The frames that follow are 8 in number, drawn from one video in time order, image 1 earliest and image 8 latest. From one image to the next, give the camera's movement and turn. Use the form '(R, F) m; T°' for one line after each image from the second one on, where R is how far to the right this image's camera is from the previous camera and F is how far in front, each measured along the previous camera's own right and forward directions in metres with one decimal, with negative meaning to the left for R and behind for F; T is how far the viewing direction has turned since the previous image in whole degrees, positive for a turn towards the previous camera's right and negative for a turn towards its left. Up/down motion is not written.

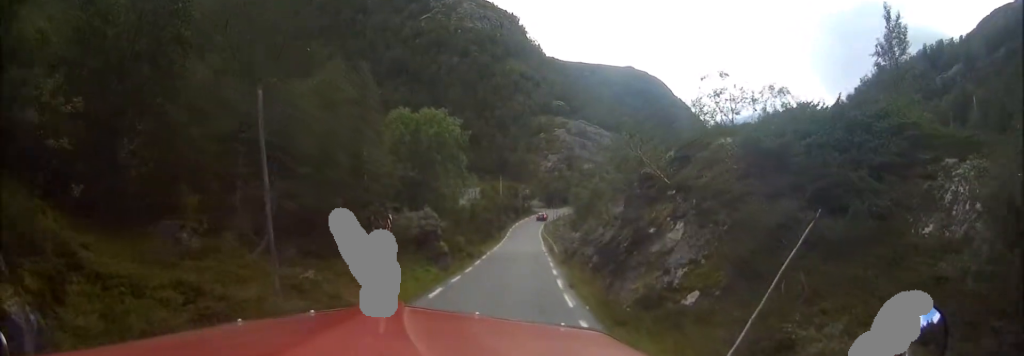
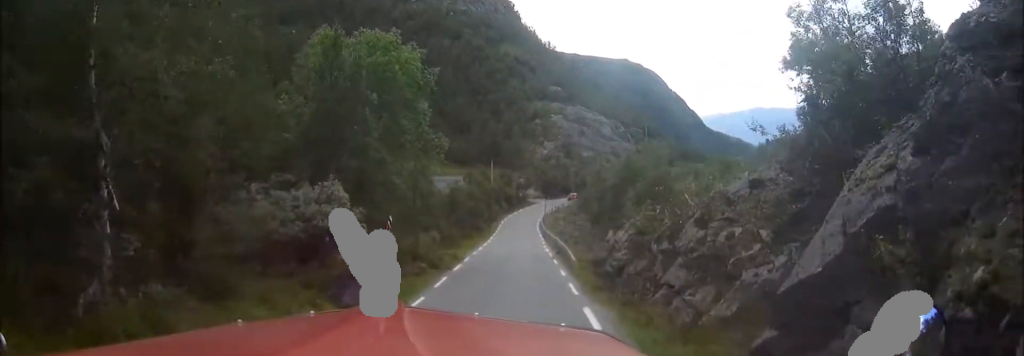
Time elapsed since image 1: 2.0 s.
(+0.8, +15.7) m; +5°
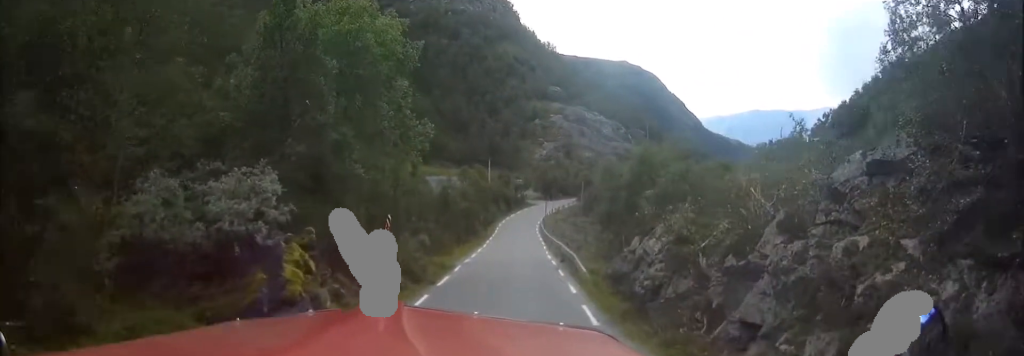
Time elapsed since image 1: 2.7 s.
(+0.1, +4.7) m; +1°
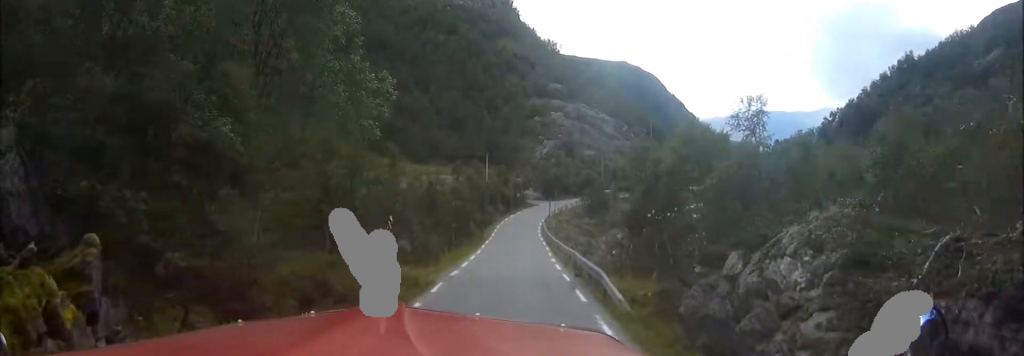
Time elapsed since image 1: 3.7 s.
(0.0, +7.7) m; +1°
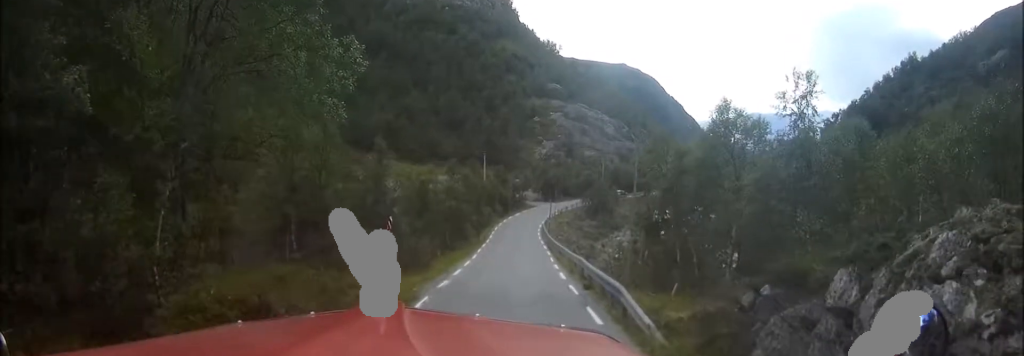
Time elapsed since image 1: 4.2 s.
(+0.1, +3.3) m; 0°
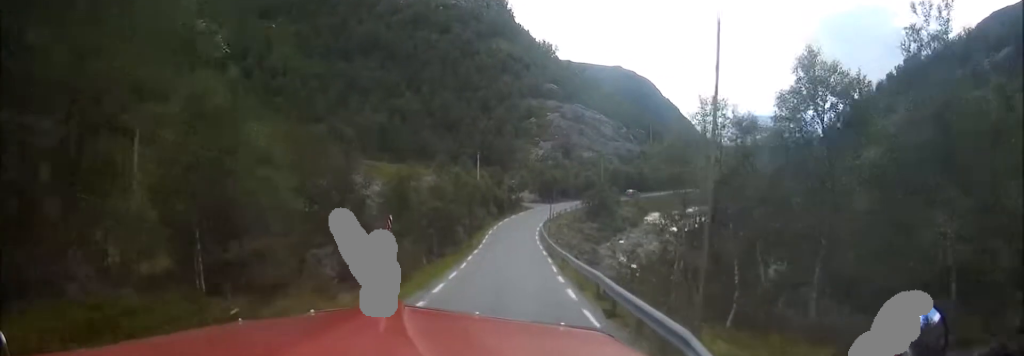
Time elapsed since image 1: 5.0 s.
(0.0, +5.7) m; -1°
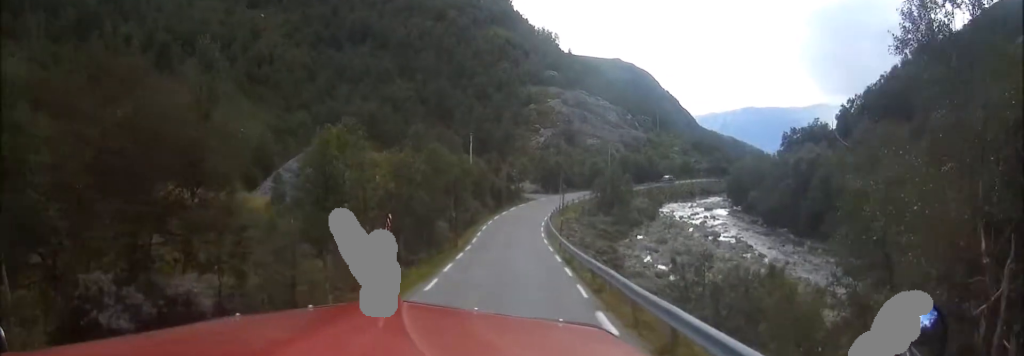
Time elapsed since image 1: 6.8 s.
(-0.1, +13.3) m; 0°
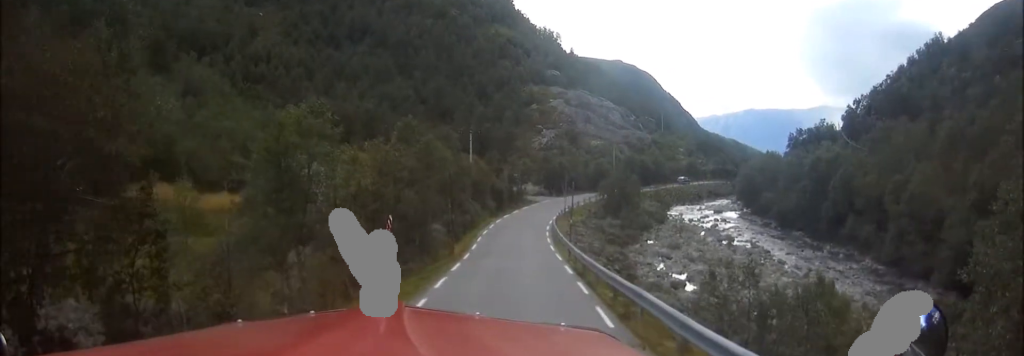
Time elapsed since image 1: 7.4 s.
(0.0, +4.2) m; +1°
